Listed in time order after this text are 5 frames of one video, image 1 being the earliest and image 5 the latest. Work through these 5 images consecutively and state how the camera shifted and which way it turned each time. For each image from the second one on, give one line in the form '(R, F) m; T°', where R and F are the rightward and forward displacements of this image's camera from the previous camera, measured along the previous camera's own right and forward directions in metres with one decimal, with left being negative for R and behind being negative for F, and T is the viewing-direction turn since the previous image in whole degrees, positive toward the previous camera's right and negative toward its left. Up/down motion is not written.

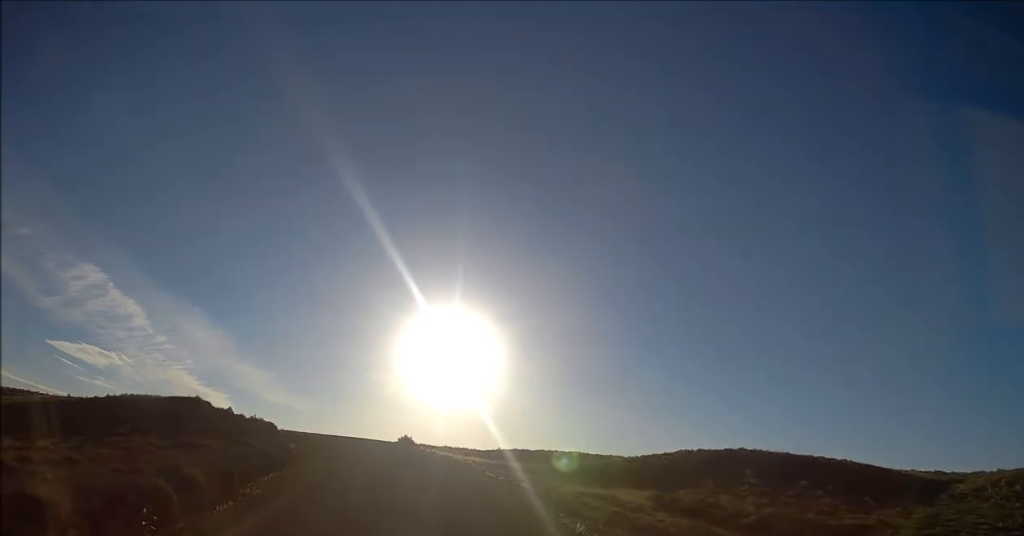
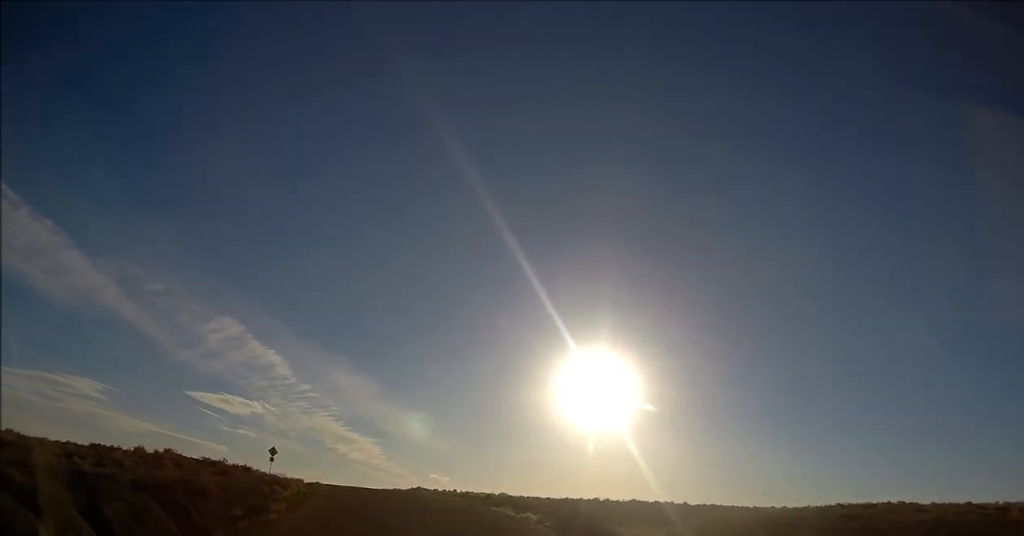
(-4.1, +42.6) m; -10°
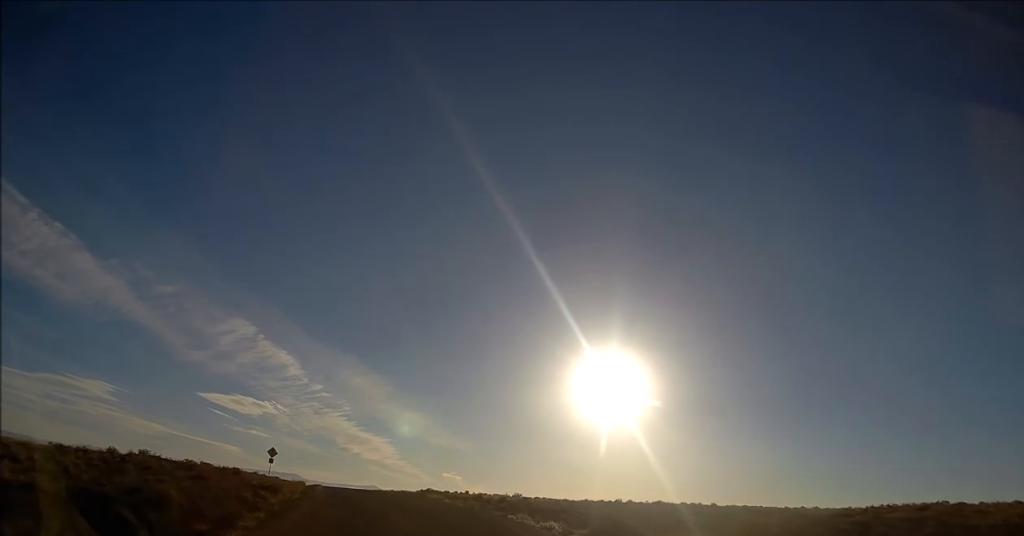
(0.0, +4.2) m; -2°
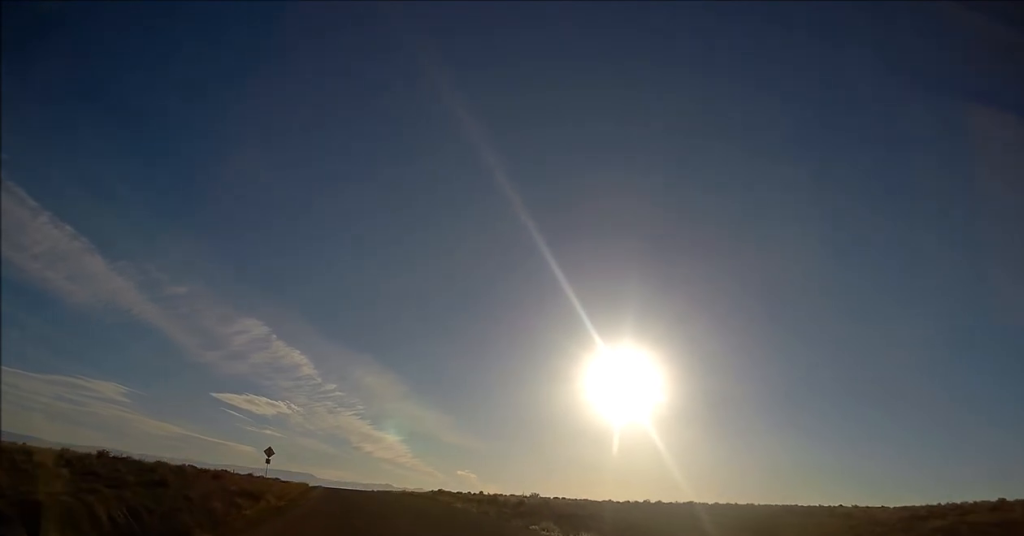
(-0.2, +5.0) m; -3°
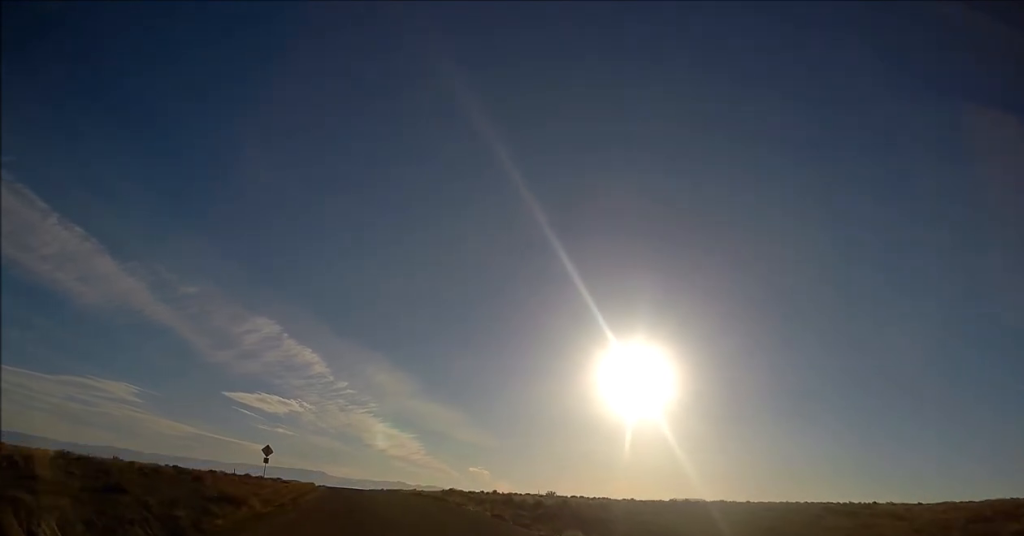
(-0.1, +3.9) m; -3°
